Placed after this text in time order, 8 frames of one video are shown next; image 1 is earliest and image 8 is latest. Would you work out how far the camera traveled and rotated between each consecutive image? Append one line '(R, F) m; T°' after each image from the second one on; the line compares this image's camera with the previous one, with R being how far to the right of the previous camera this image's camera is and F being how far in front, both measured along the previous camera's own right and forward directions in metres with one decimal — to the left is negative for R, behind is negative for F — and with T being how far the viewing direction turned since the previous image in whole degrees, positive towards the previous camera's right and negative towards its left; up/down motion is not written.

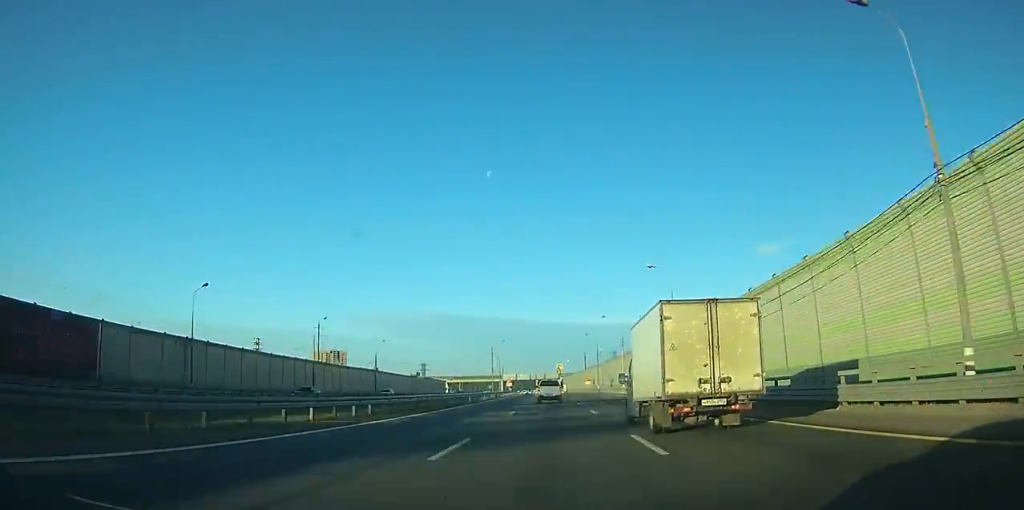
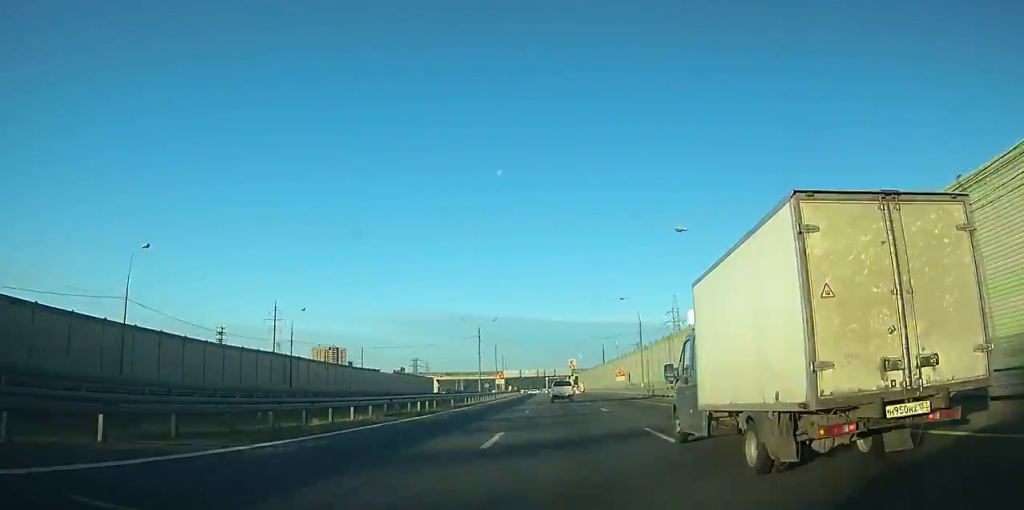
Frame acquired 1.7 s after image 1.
(-1.0, +45.9) m; -1°
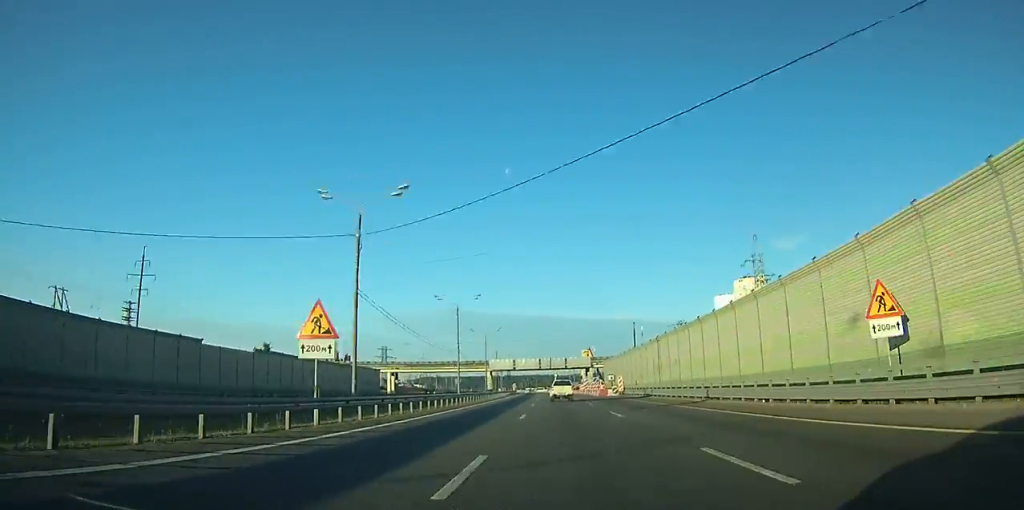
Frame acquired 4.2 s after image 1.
(-0.9, +67.9) m; -1°
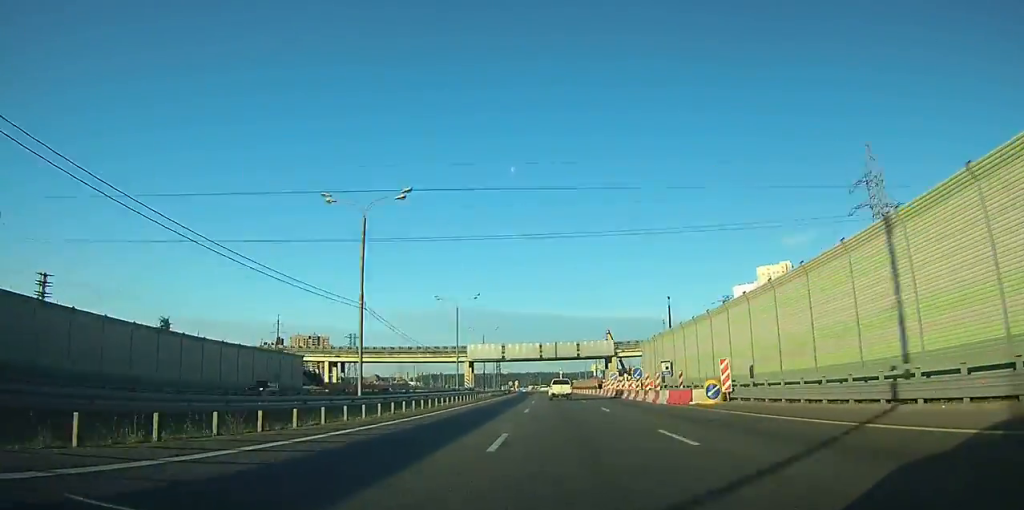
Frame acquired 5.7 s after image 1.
(0.0, +42.0) m; -1°
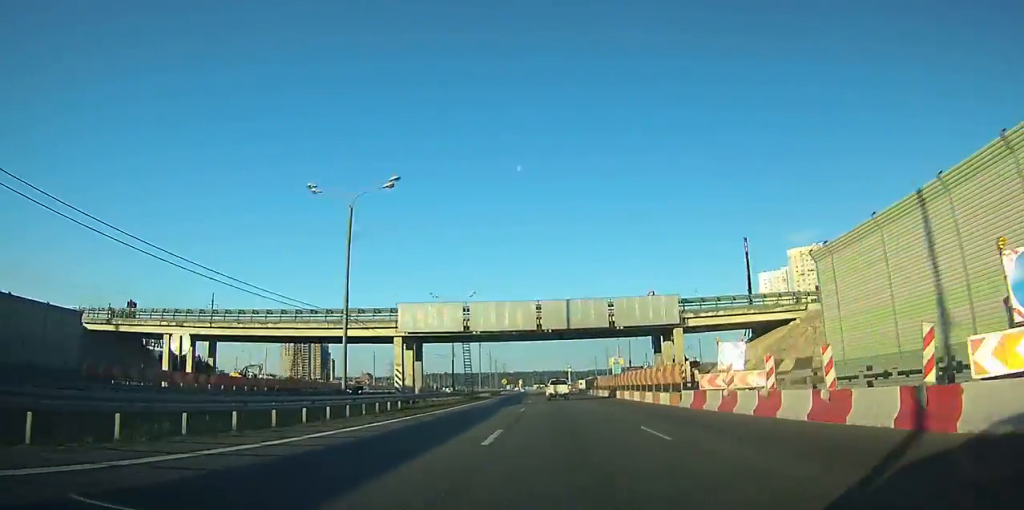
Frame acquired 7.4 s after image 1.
(-0.4, +44.0) m; -1°
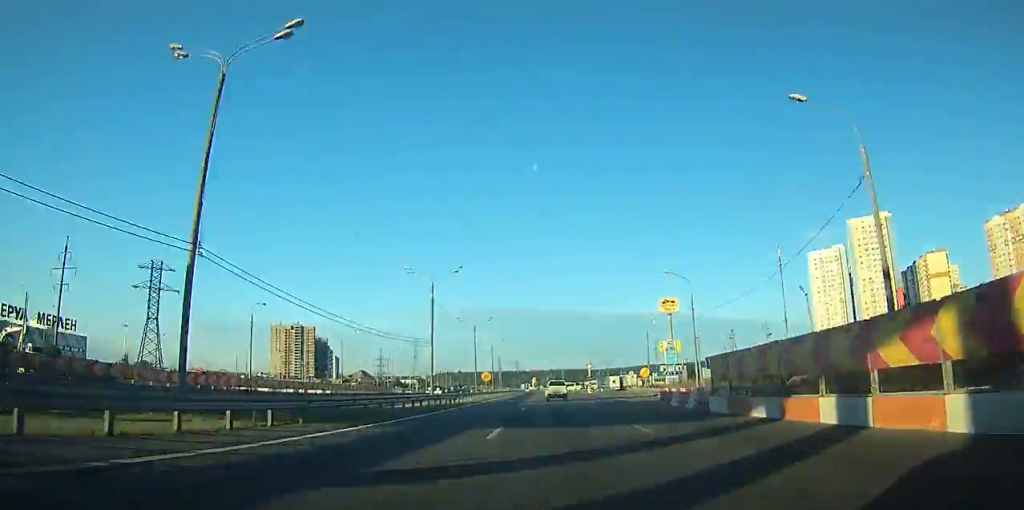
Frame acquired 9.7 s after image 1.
(-0.4, +60.3) m; -1°
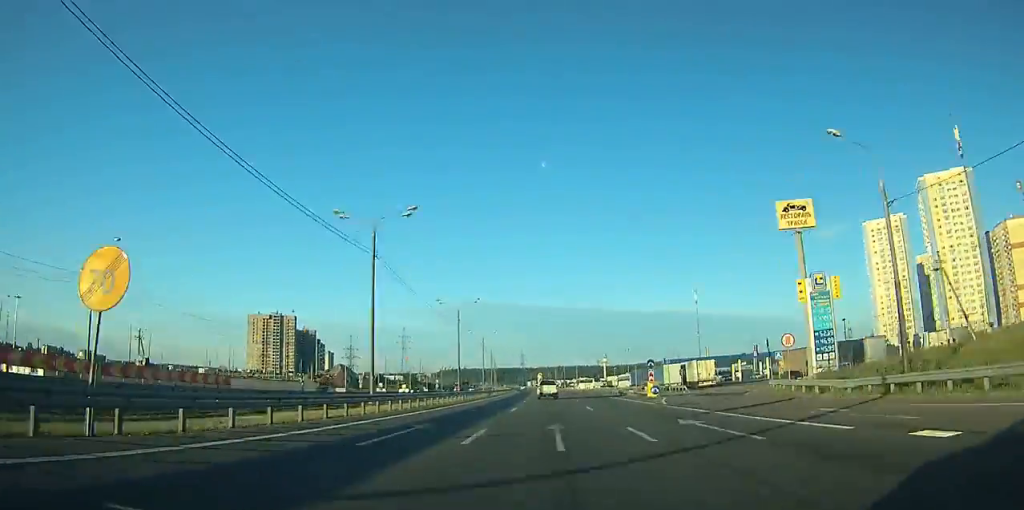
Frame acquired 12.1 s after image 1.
(-0.7, +62.5) m; -1°
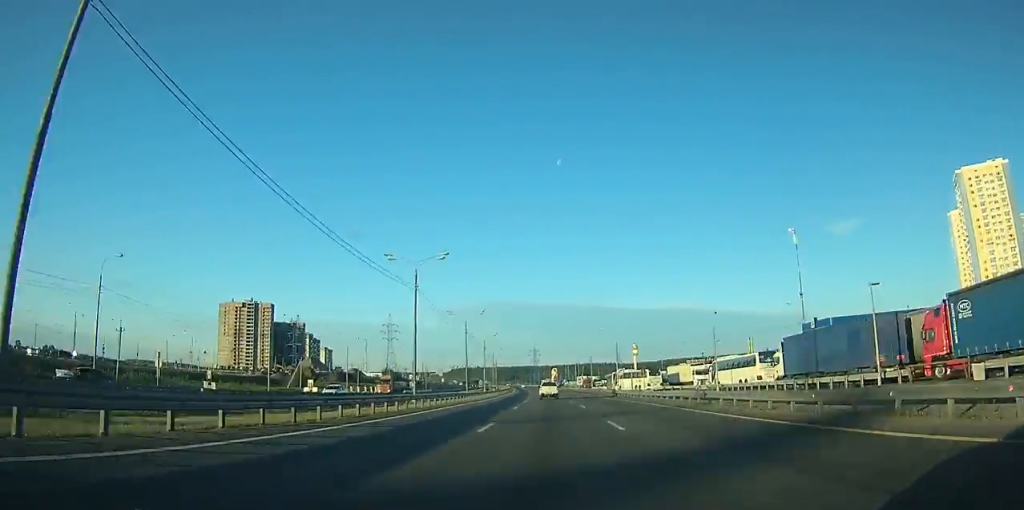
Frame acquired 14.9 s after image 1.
(-0.8, +73.3) m; -1°
